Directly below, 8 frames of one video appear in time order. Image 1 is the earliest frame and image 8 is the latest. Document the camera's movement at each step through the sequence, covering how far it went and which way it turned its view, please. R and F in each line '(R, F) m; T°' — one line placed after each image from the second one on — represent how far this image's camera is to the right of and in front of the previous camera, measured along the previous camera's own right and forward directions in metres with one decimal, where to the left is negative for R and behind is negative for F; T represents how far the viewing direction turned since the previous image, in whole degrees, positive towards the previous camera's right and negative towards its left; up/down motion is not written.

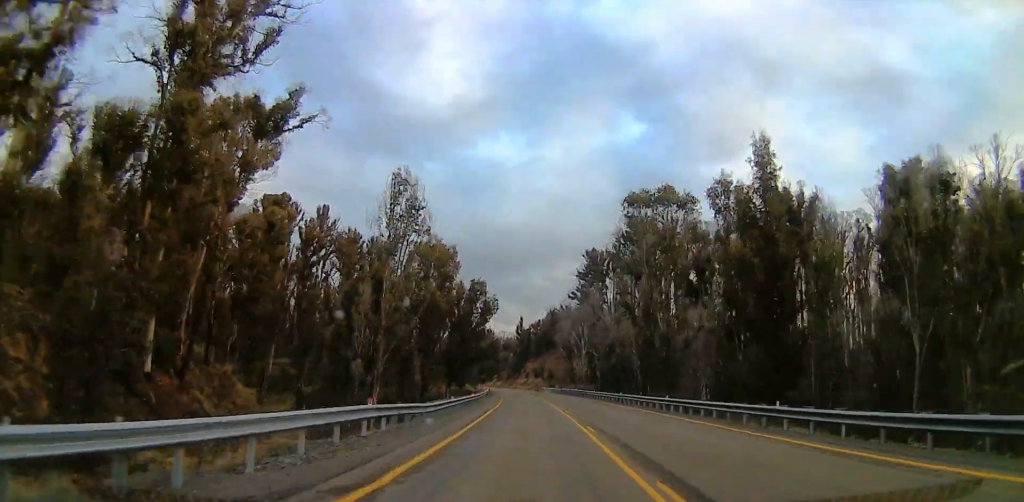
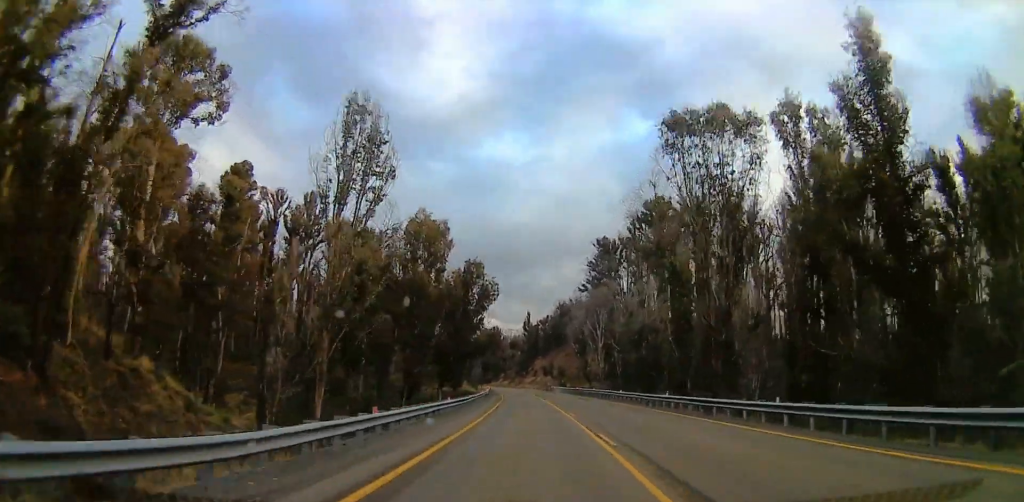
(-0.3, +15.3) m; -1°
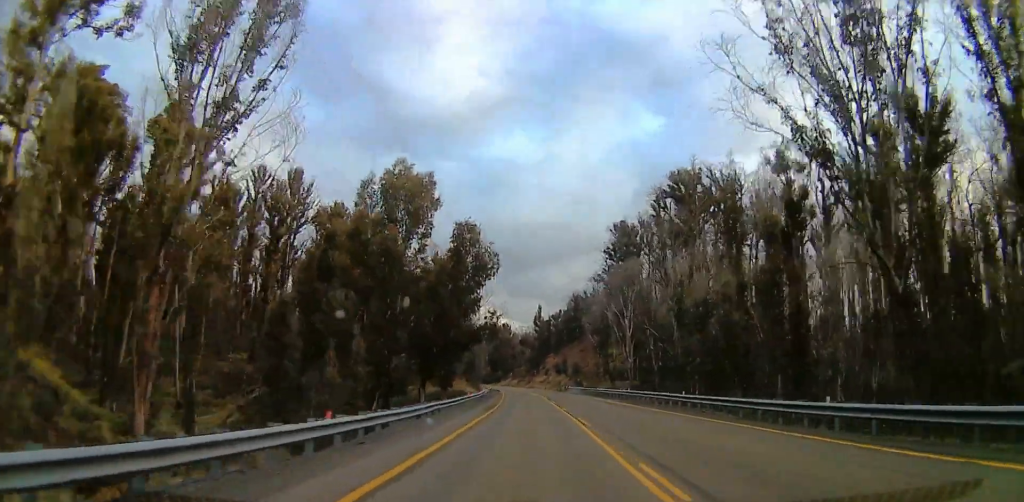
(0.0, +18.3) m; 0°
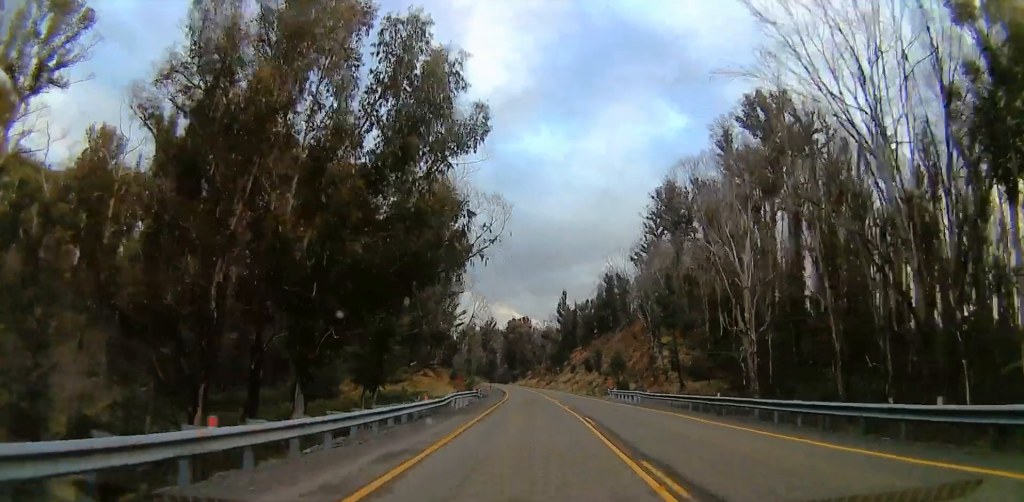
(0.0, +35.3) m; 0°
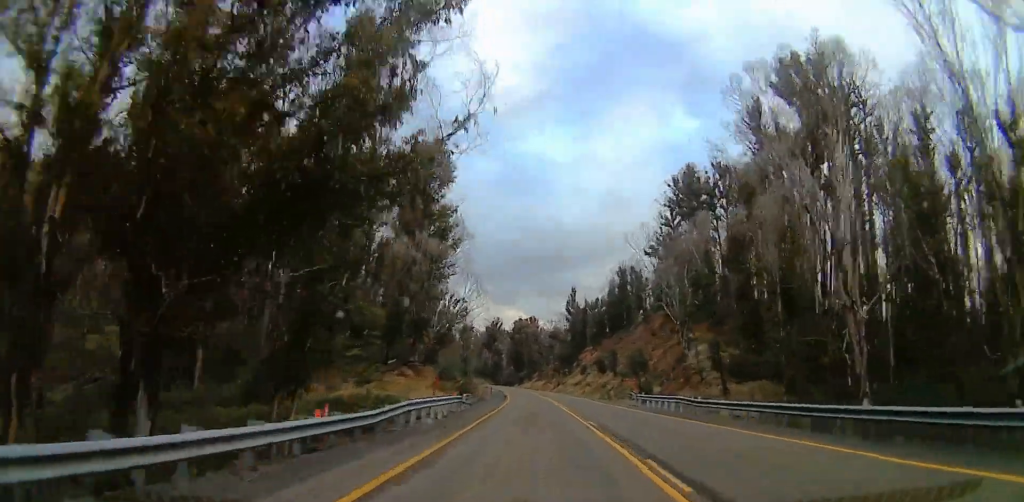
(0.0, +12.1) m; 0°
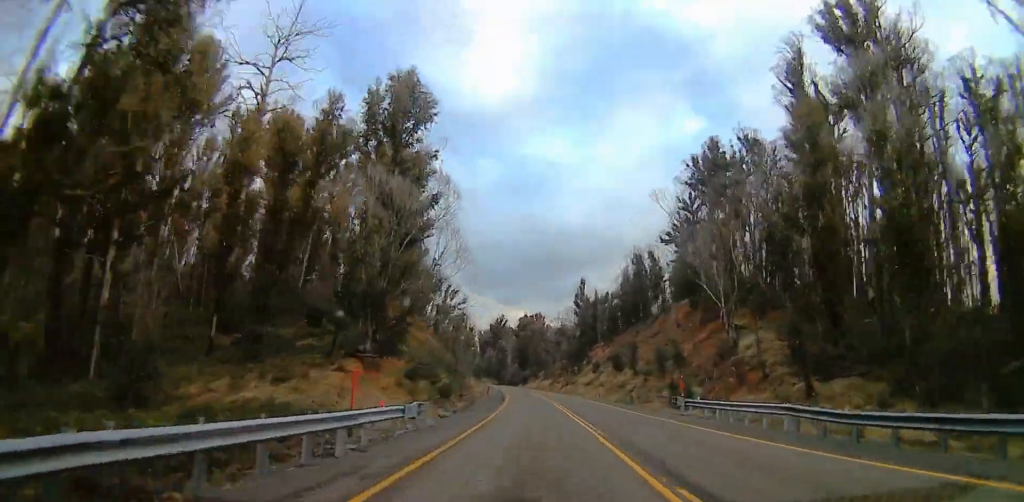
(0.0, +14.0) m; 0°
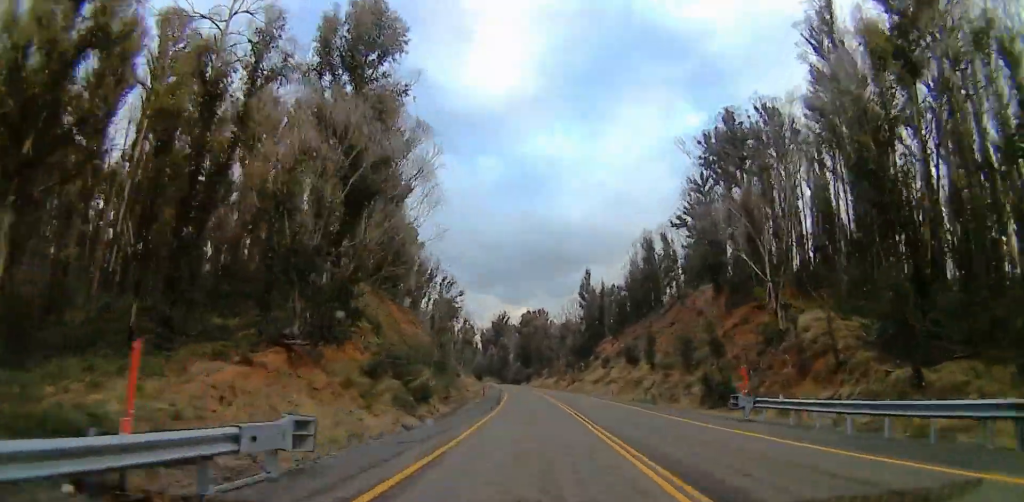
(0.0, +10.0) m; 0°
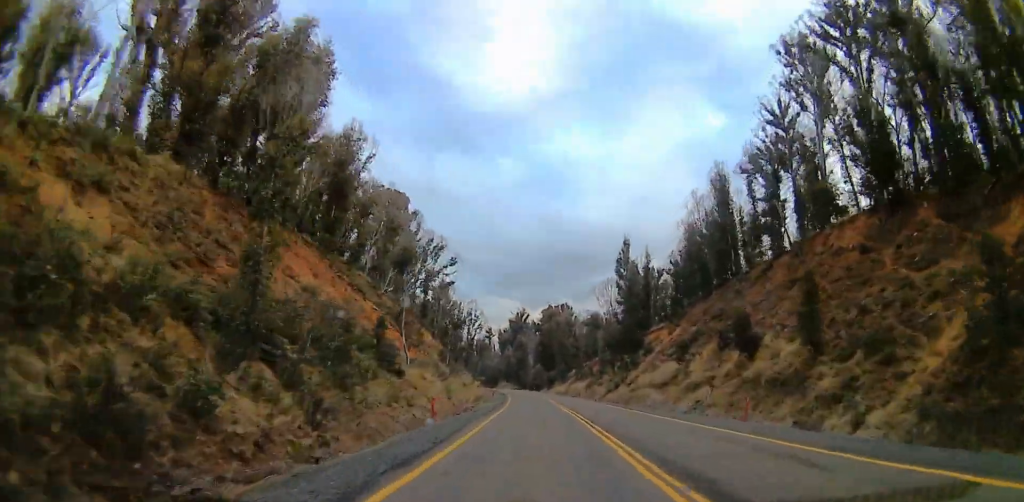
(0.0, +37.7) m; 0°
